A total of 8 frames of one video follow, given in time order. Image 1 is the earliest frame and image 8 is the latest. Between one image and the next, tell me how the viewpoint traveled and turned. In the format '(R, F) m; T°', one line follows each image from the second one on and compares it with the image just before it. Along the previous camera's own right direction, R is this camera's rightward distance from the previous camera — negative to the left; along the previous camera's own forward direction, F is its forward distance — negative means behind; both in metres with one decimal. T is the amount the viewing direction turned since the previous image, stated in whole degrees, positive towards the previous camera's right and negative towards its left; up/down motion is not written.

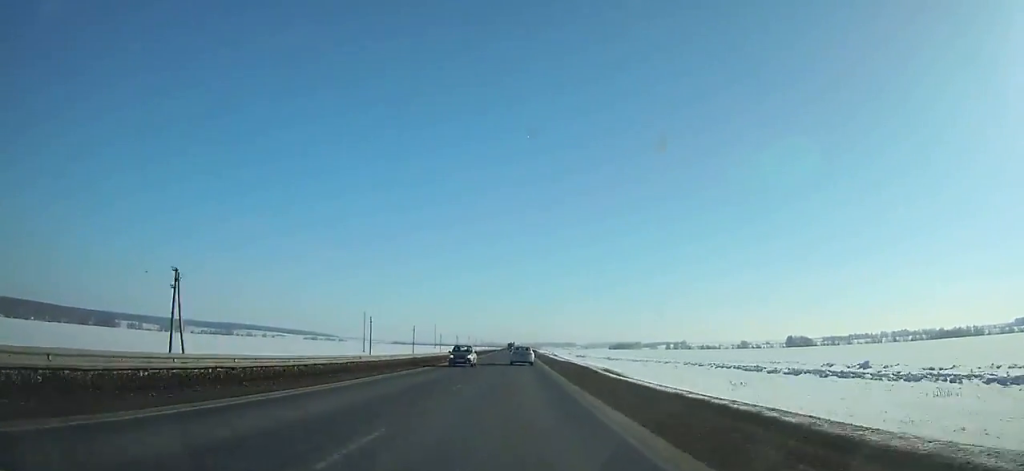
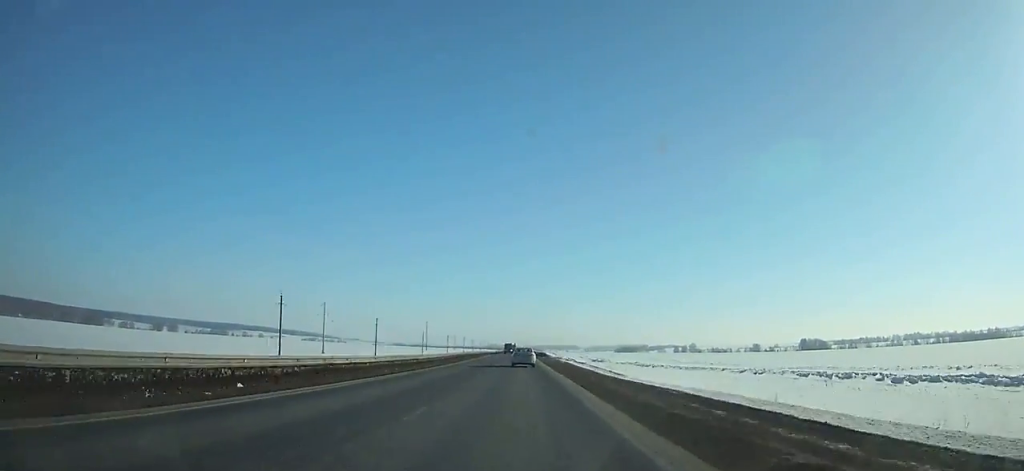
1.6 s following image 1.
(0.0, +43.9) m; 0°
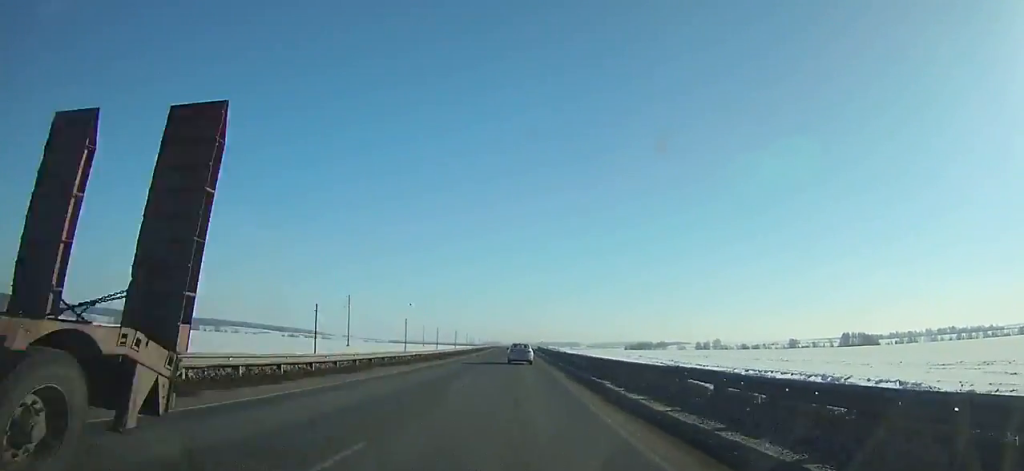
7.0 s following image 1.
(-0.3, +148.0) m; 0°
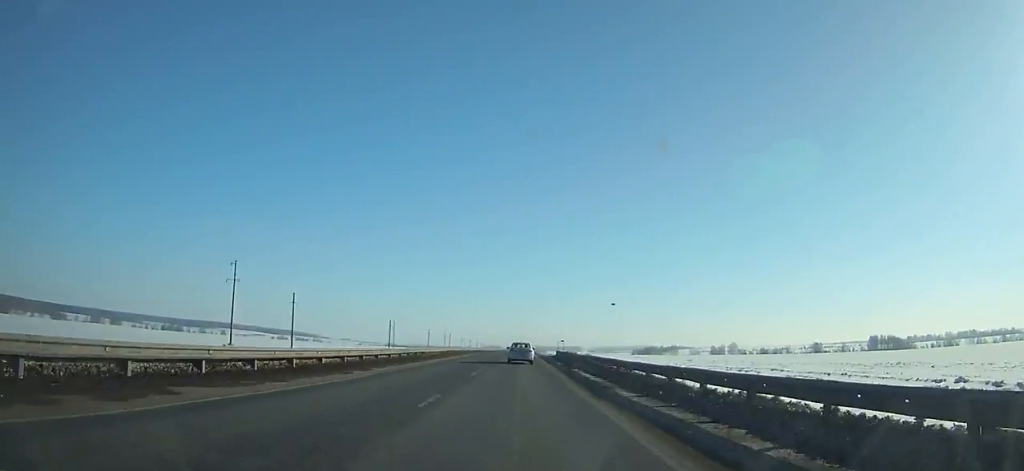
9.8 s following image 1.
(0.0, +76.5) m; 0°
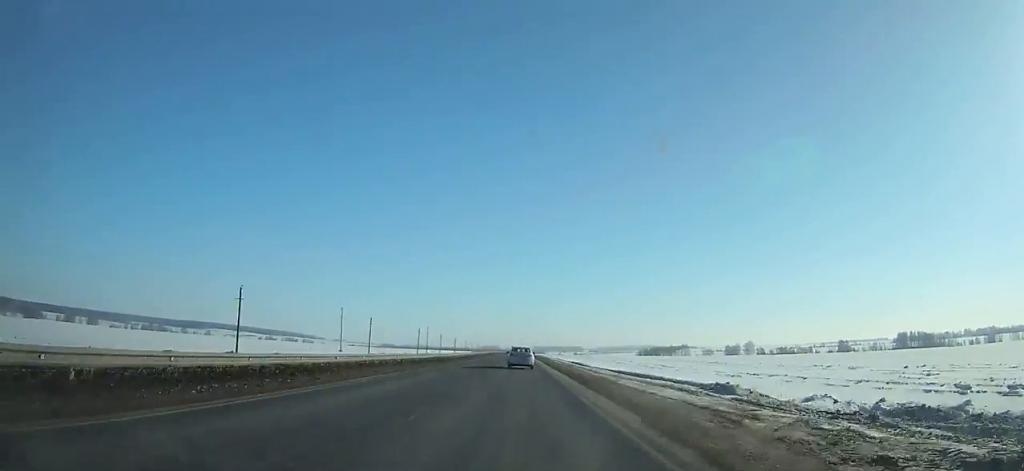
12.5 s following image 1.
(0.0, +73.7) m; 0°
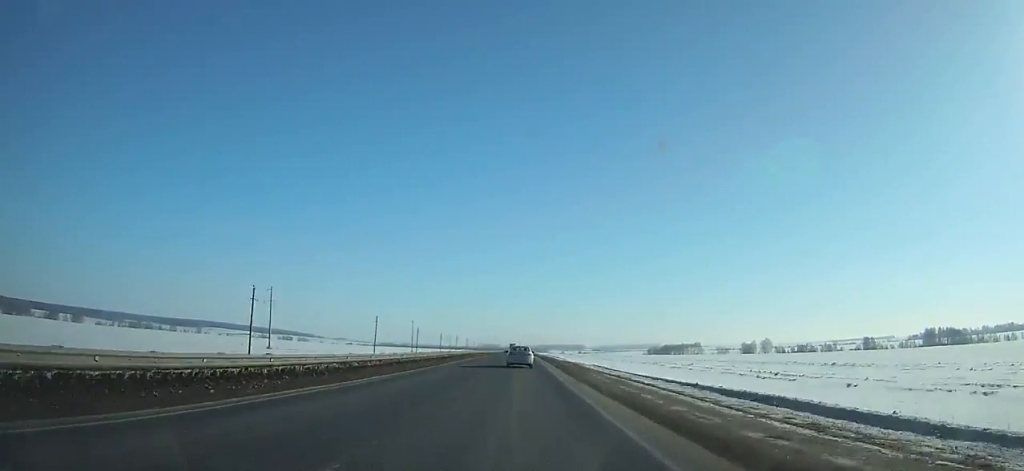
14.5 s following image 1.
(0.0, +54.7) m; 0°
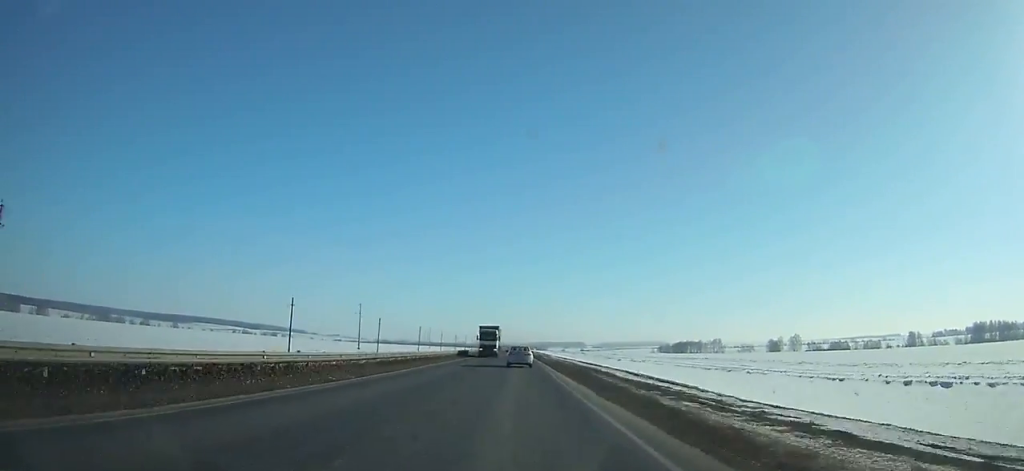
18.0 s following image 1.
(0.0, +95.8) m; 0°
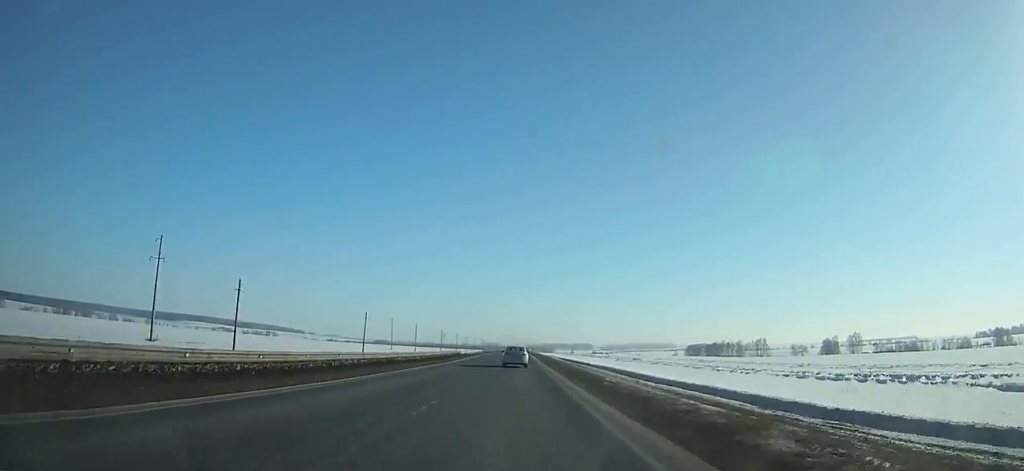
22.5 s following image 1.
(-0.1, +124.1) m; 0°
